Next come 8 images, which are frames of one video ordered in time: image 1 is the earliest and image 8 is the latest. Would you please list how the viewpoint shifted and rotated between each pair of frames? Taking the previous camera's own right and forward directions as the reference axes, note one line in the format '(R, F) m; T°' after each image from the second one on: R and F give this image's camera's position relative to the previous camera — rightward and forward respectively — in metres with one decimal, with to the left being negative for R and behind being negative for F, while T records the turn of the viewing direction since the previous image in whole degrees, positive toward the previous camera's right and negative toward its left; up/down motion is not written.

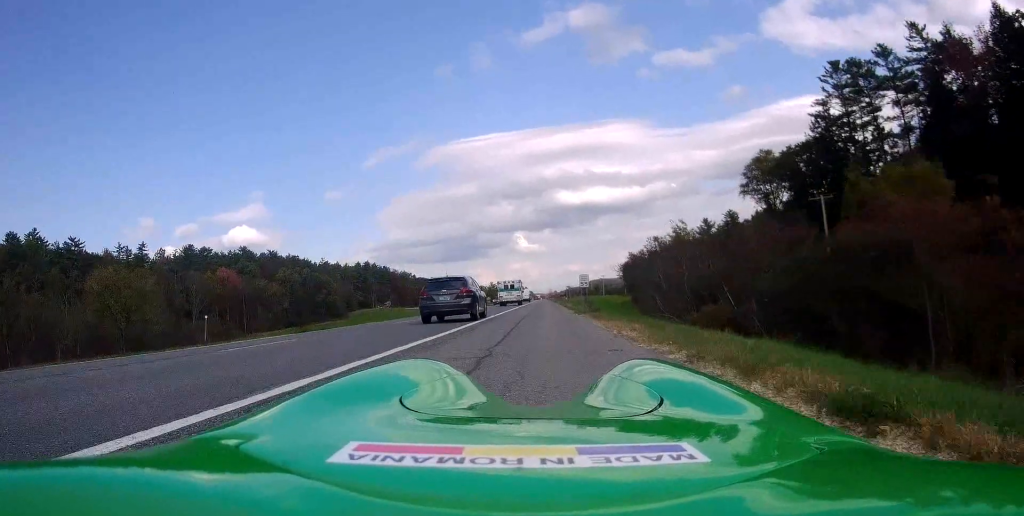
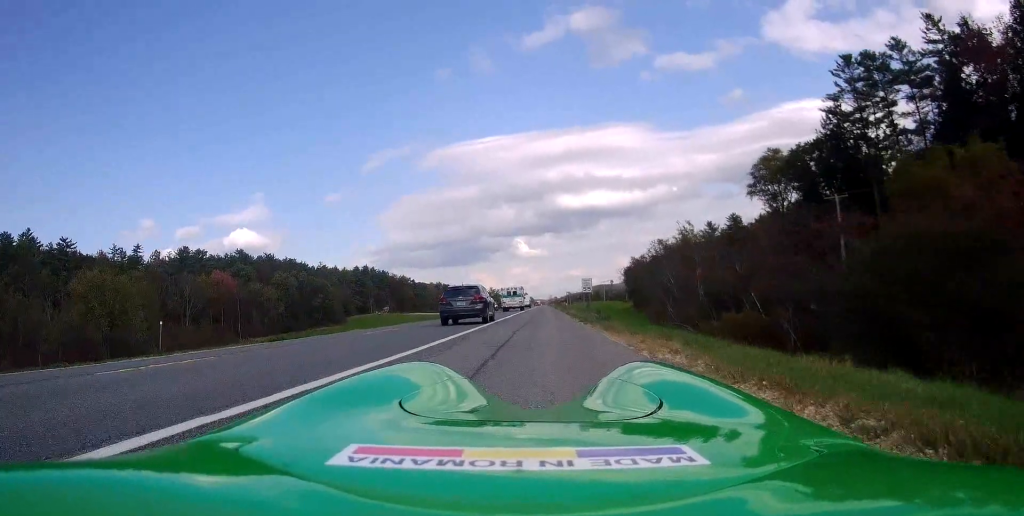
(0.0, +3.5) m; 0°
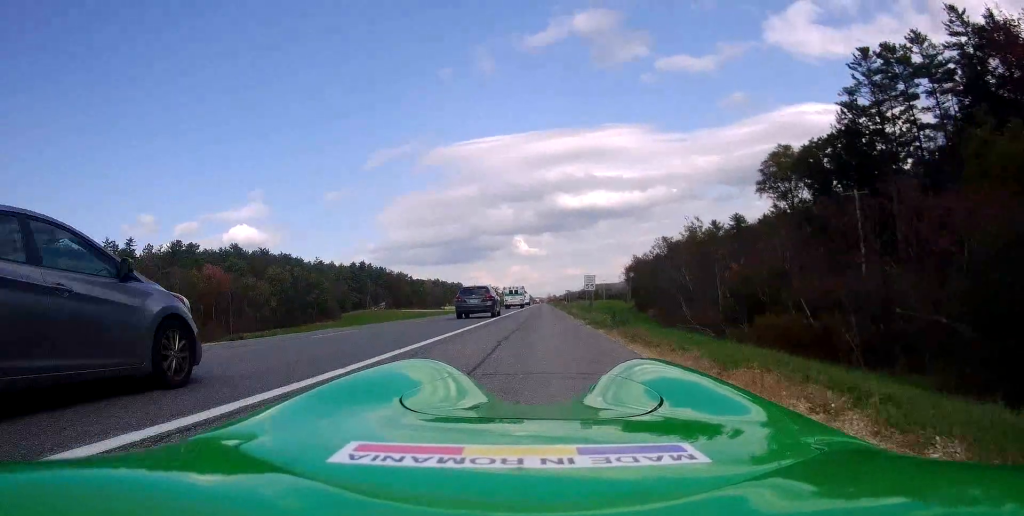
(0.0, +4.2) m; 0°
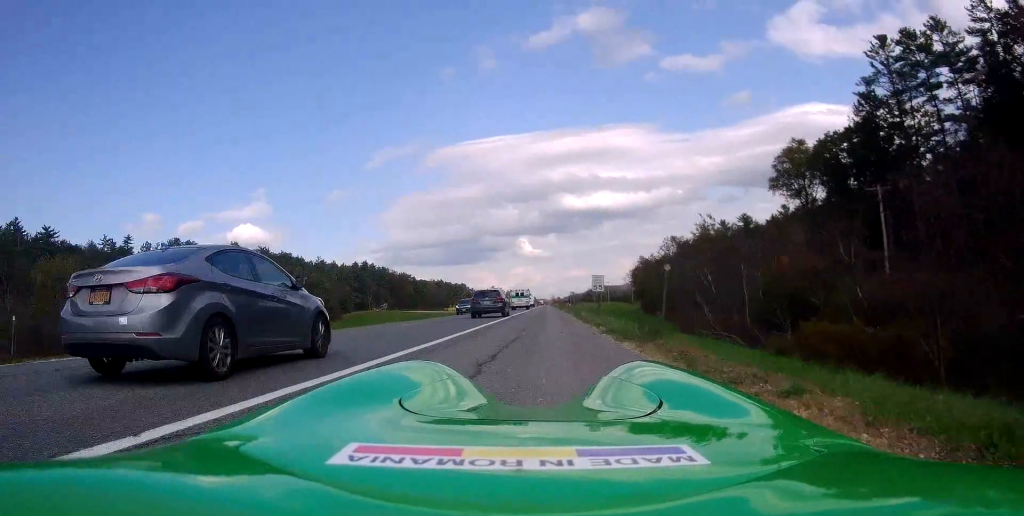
(0.0, +3.4) m; 0°
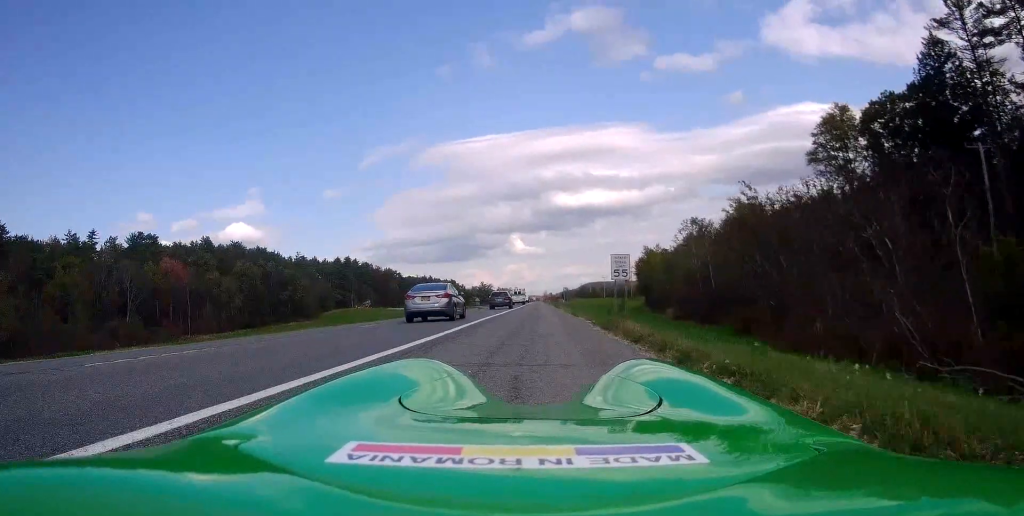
(0.0, +16.4) m; 0°
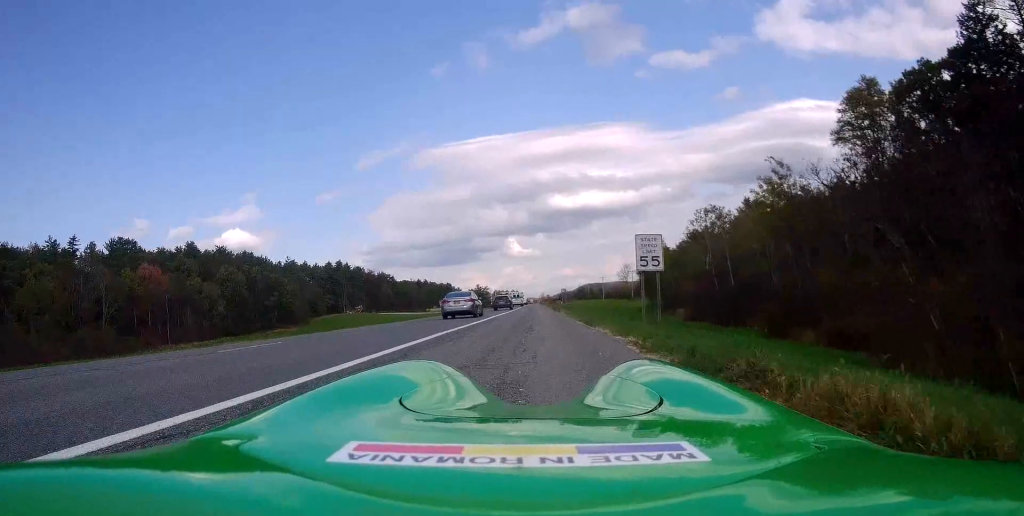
(0.0, +8.5) m; -1°
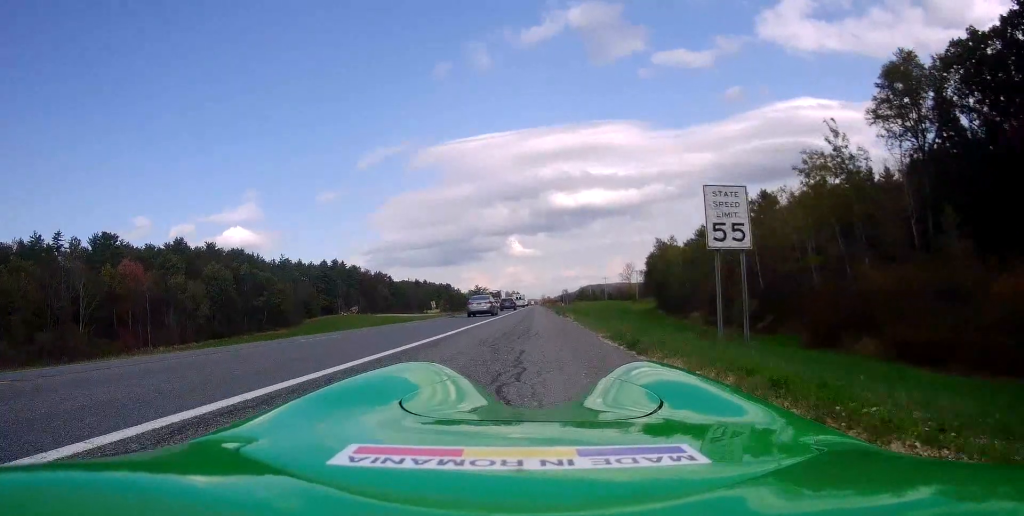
(-0.1, +8.2) m; 0°
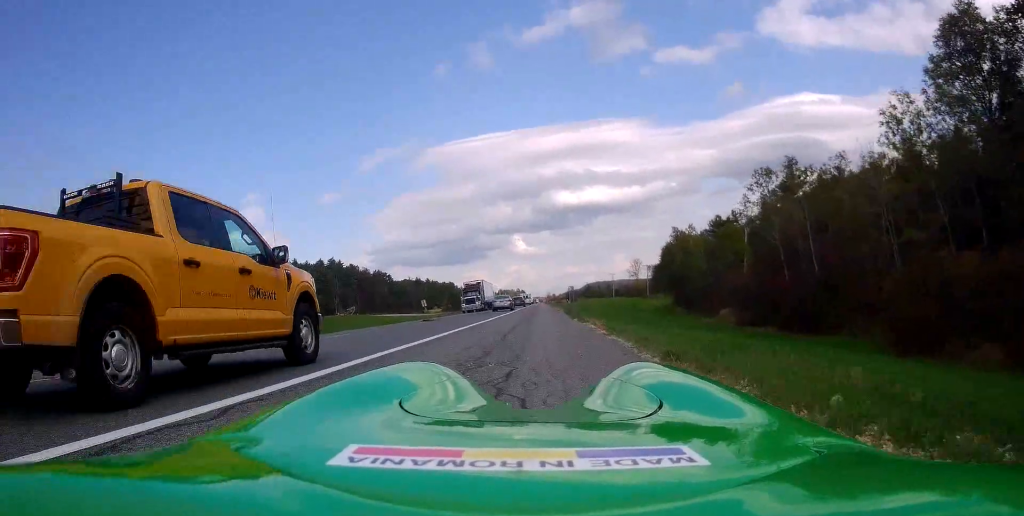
(+0.3, +11.1) m; +1°
